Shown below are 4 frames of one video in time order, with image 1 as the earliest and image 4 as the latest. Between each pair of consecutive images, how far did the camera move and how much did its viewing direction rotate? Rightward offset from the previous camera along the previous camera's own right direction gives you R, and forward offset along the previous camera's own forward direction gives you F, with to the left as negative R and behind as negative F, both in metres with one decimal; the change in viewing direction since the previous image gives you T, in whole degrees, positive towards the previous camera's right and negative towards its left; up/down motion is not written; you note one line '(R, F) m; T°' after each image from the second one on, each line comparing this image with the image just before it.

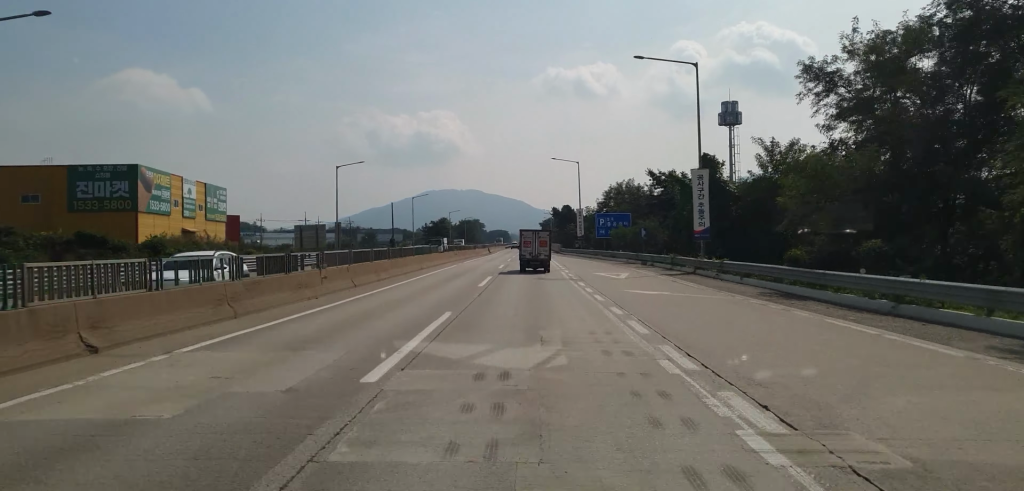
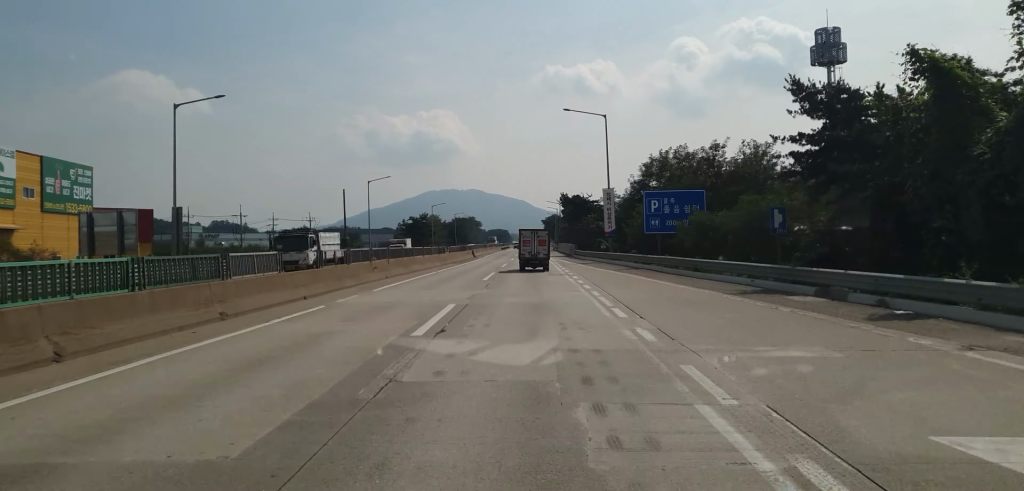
(-0.3, +36.8) m; -1°
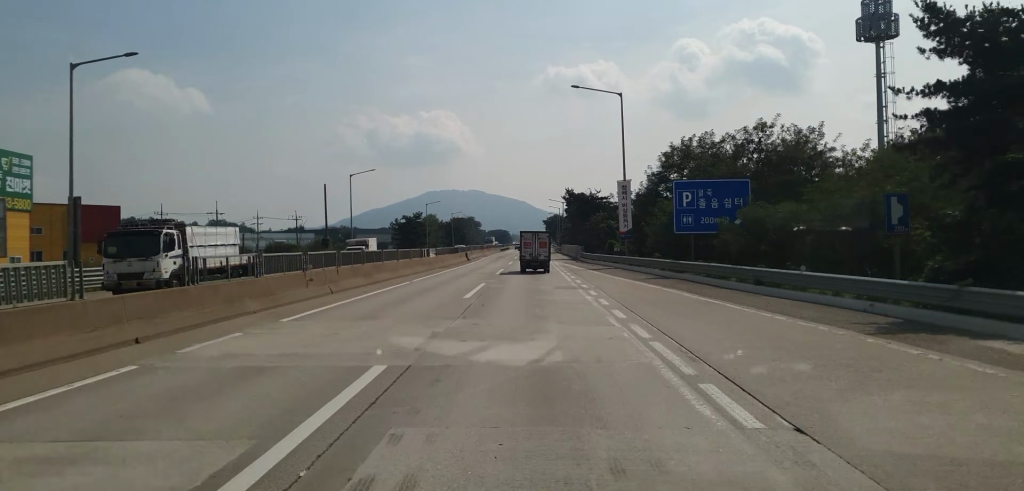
(-0.2, +10.1) m; 0°
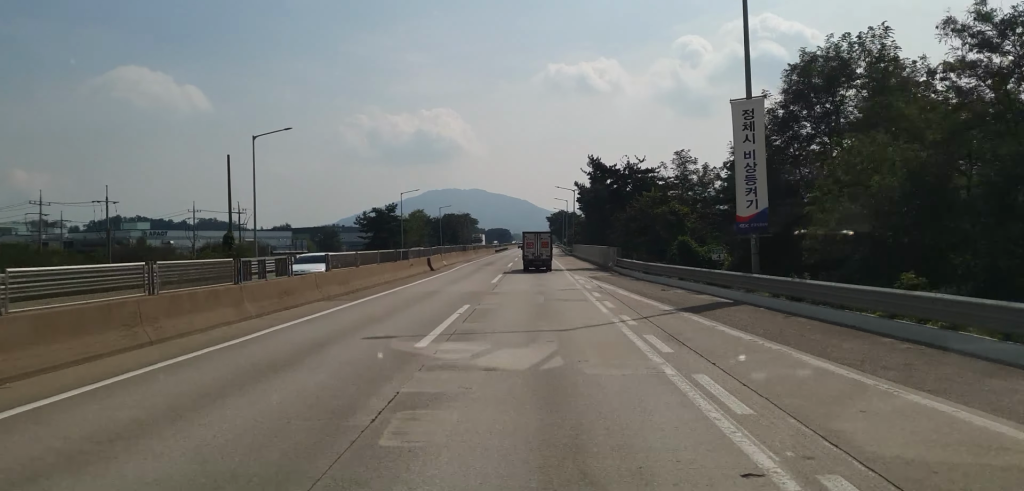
(+0.6, +31.4) m; 0°
